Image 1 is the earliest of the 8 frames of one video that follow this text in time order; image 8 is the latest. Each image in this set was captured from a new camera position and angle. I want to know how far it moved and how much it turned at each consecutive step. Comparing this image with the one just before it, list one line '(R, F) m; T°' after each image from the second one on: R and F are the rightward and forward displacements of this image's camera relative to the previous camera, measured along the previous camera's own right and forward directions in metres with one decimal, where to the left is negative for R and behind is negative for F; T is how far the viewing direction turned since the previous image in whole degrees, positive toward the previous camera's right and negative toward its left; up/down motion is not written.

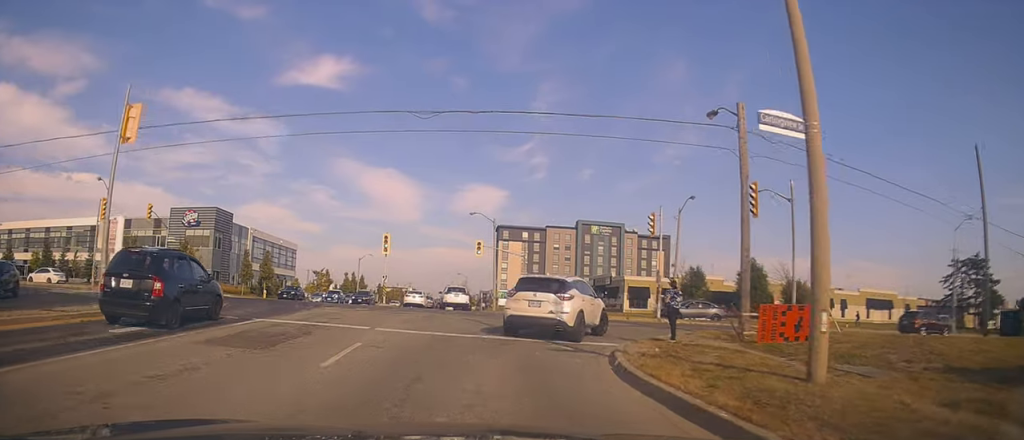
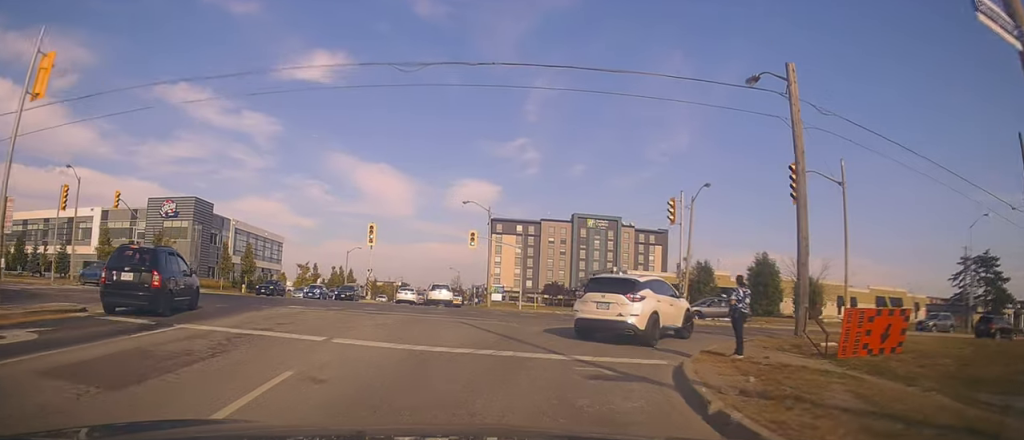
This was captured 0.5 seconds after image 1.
(0.0, +4.3) m; +2°
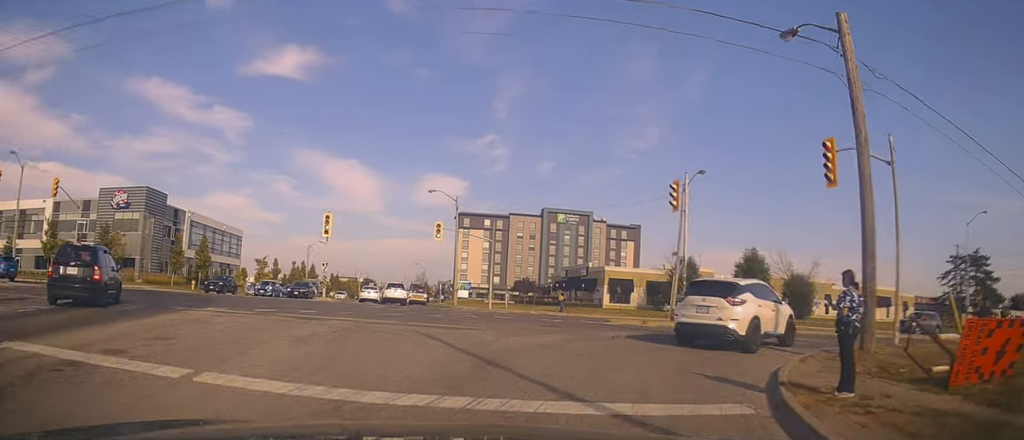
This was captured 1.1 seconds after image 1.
(-0.4, +4.7) m; +3°
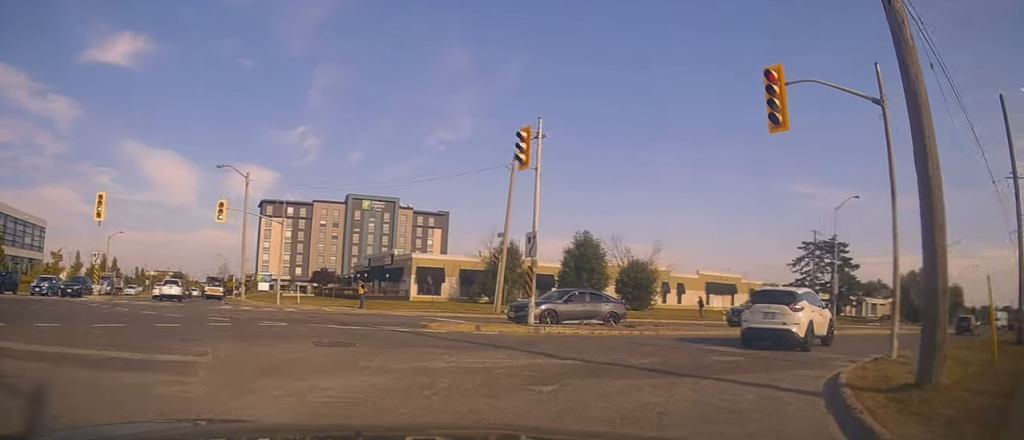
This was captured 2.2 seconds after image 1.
(+1.0, +8.2) m; +9°
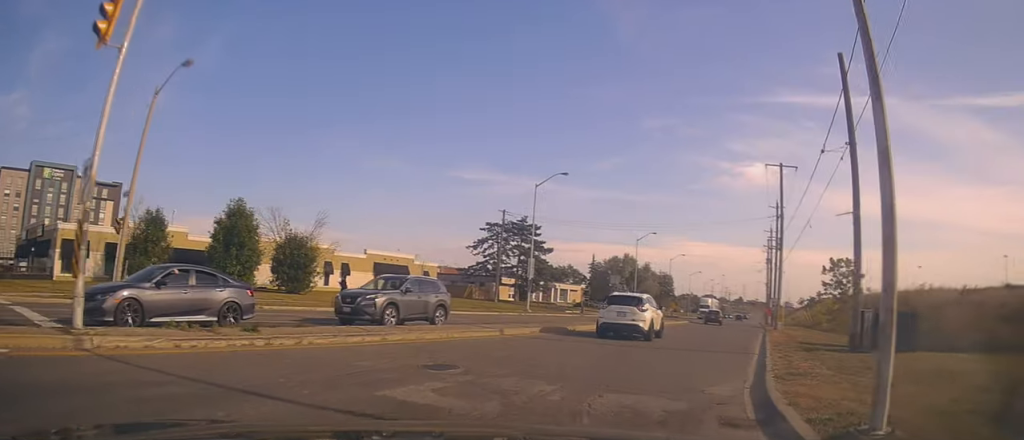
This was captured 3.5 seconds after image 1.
(+0.9, +8.3) m; +23°
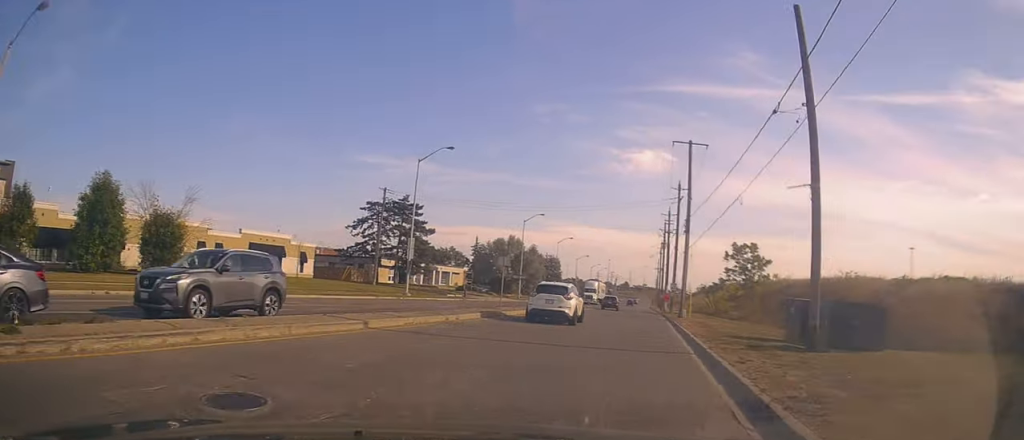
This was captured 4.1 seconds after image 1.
(+0.5, +3.6) m; +17°
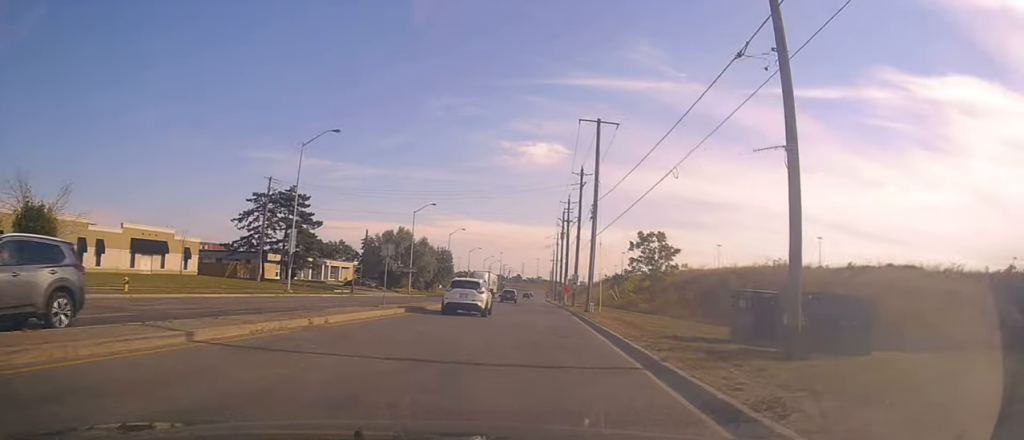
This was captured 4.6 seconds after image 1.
(+0.7, +3.6) m; +15°
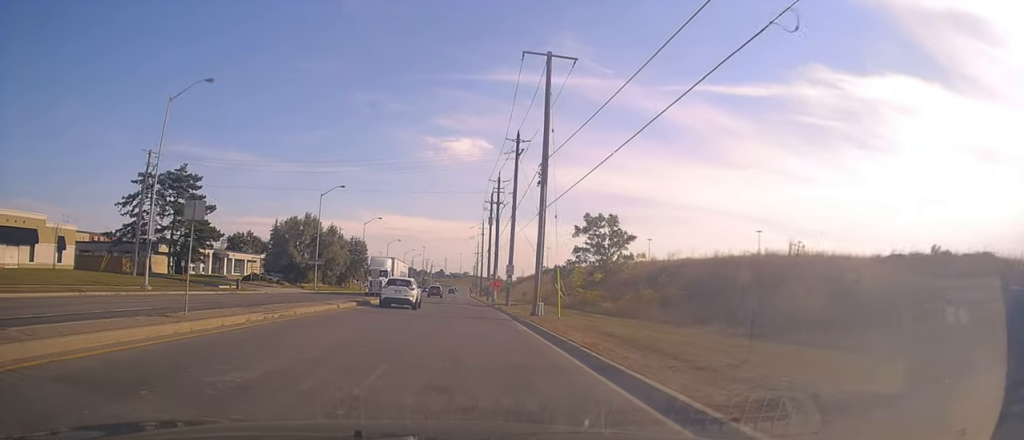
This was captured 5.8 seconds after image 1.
(+2.8, +9.2) m; +23°
